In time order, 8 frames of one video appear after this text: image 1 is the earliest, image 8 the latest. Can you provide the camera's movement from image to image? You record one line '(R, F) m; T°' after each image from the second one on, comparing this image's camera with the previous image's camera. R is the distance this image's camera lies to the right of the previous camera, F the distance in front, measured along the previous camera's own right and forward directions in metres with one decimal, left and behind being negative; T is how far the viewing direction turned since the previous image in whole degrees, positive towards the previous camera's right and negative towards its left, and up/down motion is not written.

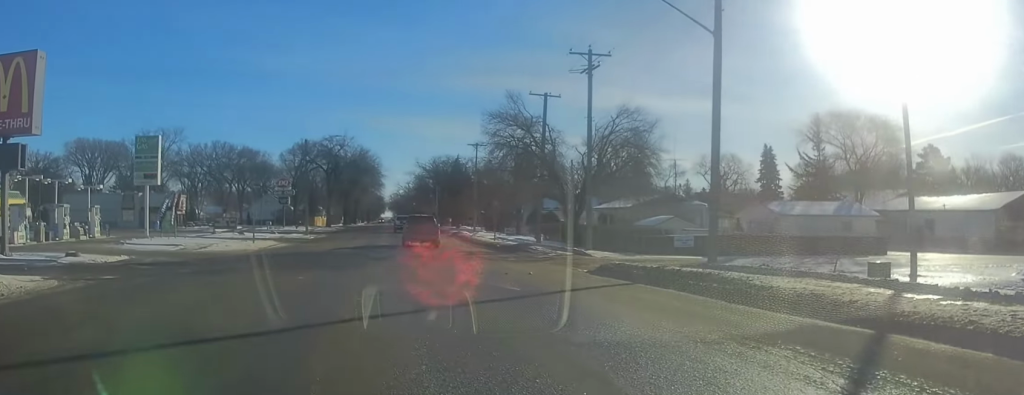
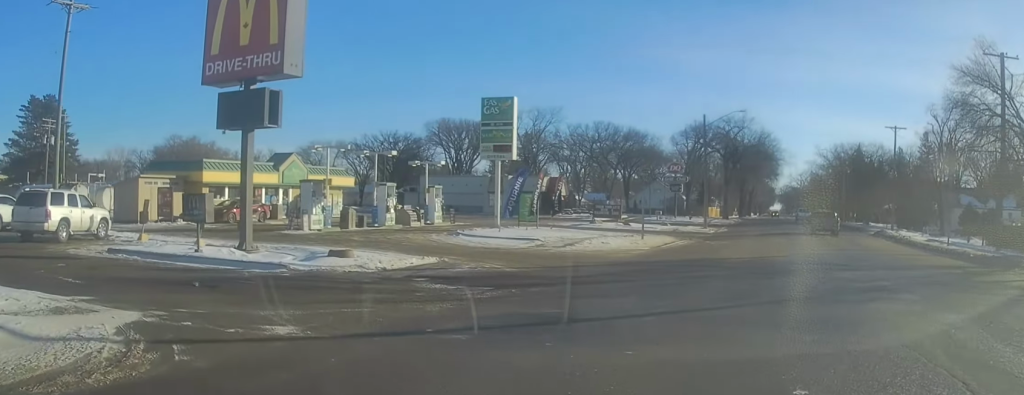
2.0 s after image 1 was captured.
(-2.3, +10.8) m; -25°
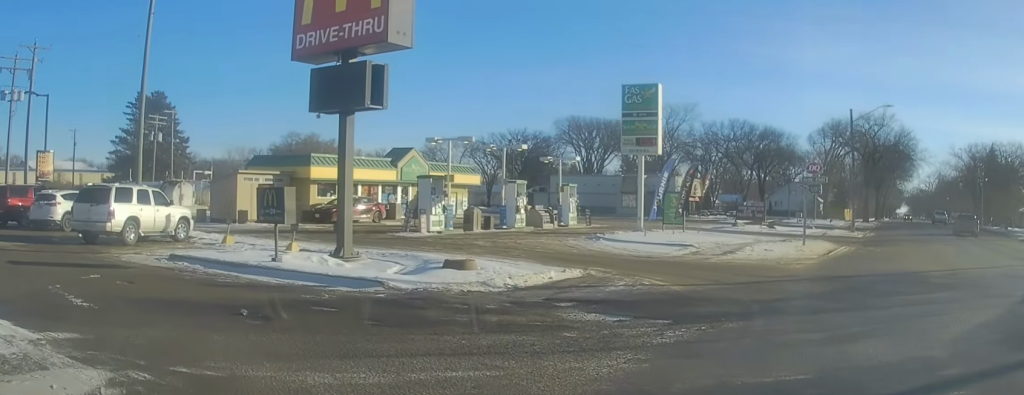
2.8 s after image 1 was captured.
(-0.4, +3.8) m; -10°
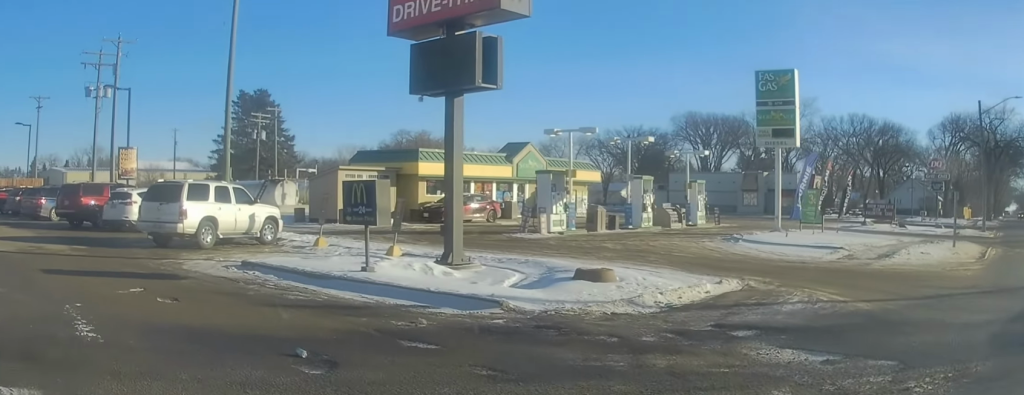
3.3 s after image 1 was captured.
(-0.2, +2.8) m; -8°
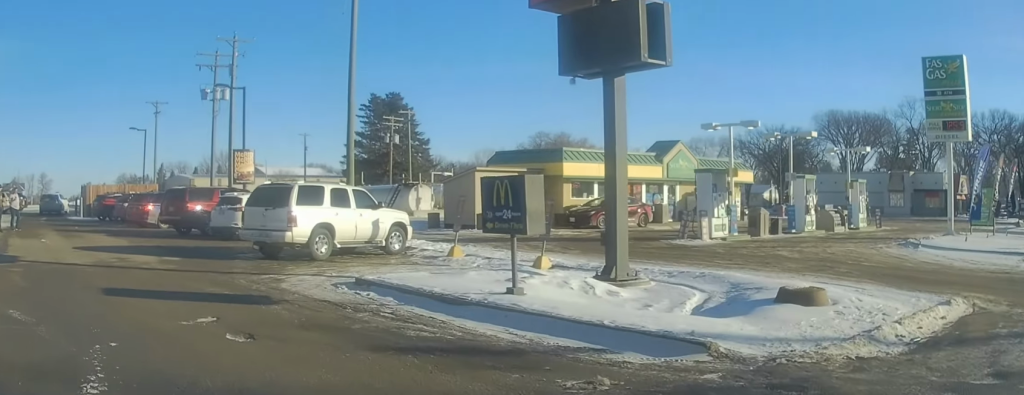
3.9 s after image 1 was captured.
(-0.2, +2.7) m; -9°
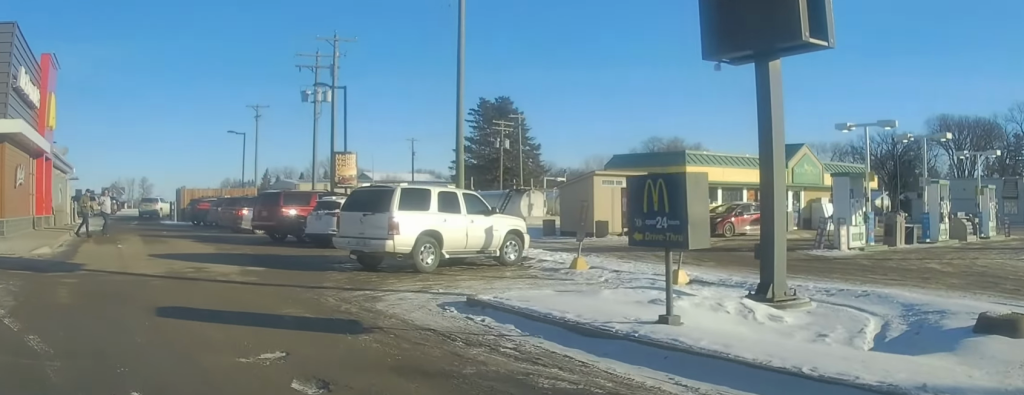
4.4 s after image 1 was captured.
(-0.2, +1.9) m; -7°
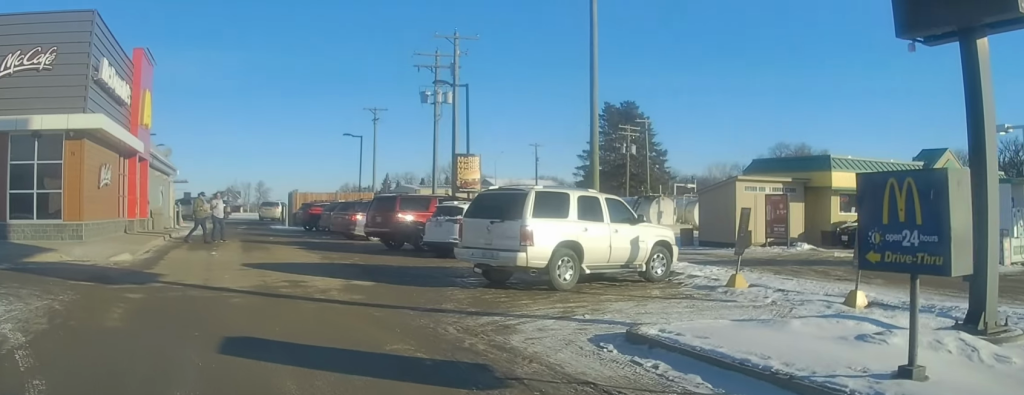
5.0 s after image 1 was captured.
(-0.1, +2.2) m; -8°
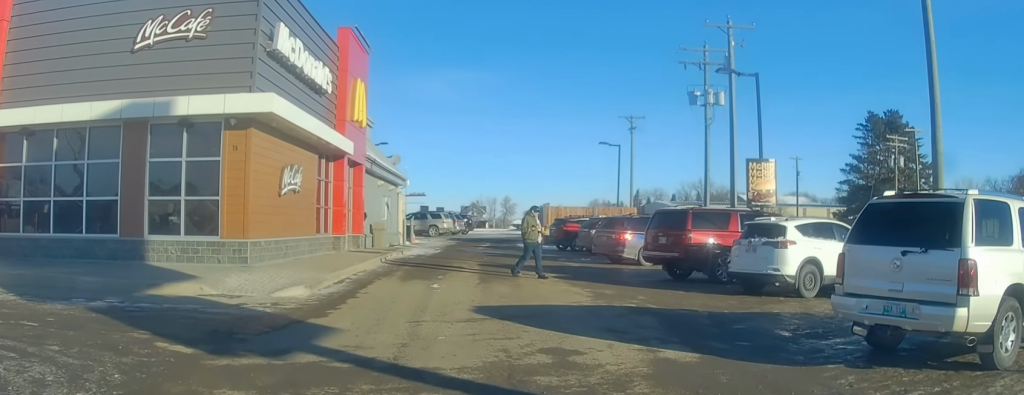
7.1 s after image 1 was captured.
(-1.7, +6.8) m; -25°
